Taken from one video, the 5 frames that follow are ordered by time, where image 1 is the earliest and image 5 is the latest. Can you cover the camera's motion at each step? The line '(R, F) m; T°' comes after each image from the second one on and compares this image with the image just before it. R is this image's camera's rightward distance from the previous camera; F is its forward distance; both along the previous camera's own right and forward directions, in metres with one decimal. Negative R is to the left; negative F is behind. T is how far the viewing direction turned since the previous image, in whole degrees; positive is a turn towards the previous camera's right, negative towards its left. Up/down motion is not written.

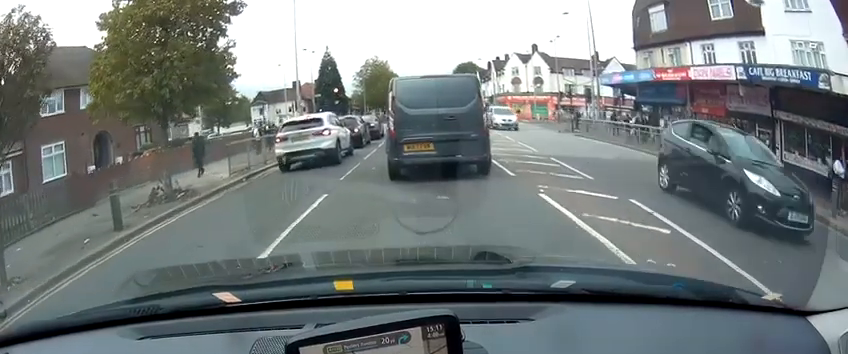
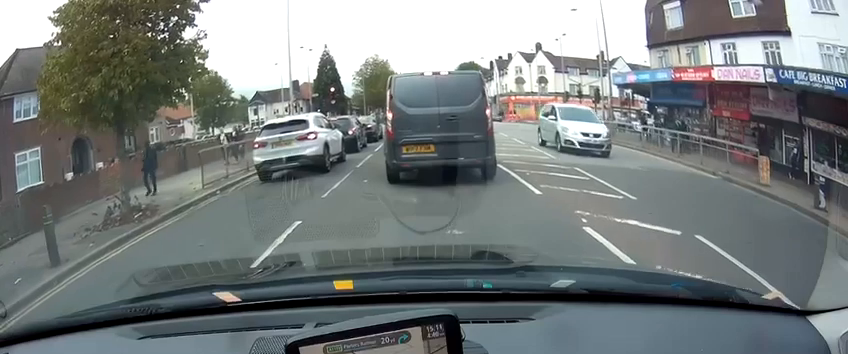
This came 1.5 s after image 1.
(0.0, +2.1) m; 0°
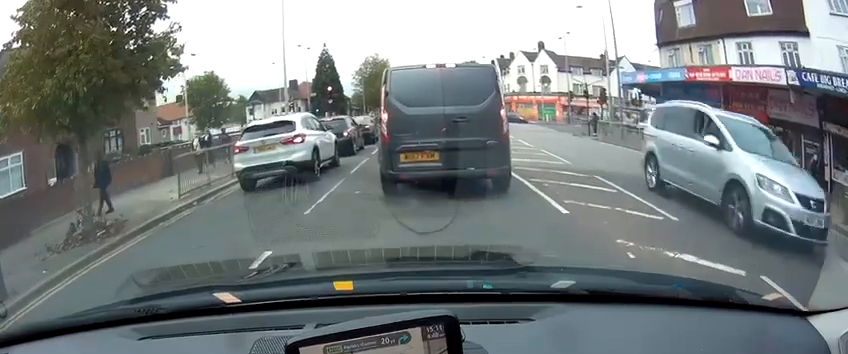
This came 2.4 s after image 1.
(0.0, +1.1) m; 0°
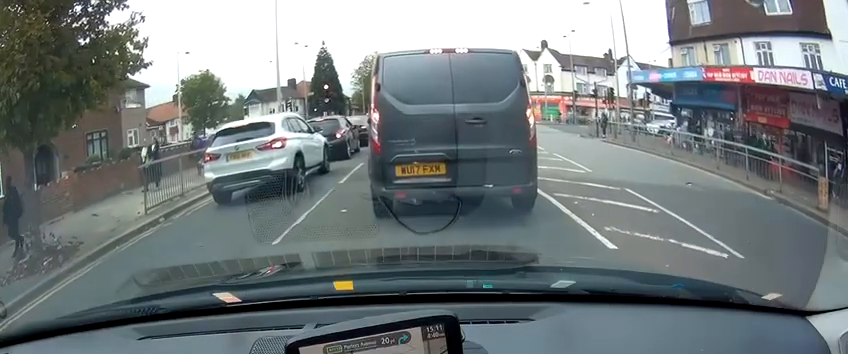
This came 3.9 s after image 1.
(0.0, +1.7) m; 0°
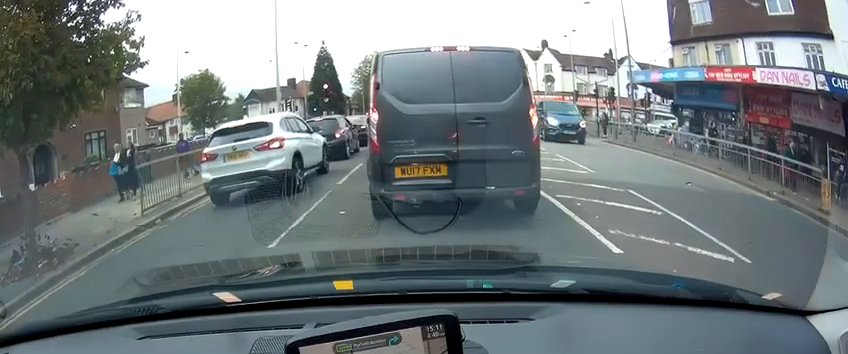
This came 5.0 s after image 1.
(0.0, 0.0) m; 0°
